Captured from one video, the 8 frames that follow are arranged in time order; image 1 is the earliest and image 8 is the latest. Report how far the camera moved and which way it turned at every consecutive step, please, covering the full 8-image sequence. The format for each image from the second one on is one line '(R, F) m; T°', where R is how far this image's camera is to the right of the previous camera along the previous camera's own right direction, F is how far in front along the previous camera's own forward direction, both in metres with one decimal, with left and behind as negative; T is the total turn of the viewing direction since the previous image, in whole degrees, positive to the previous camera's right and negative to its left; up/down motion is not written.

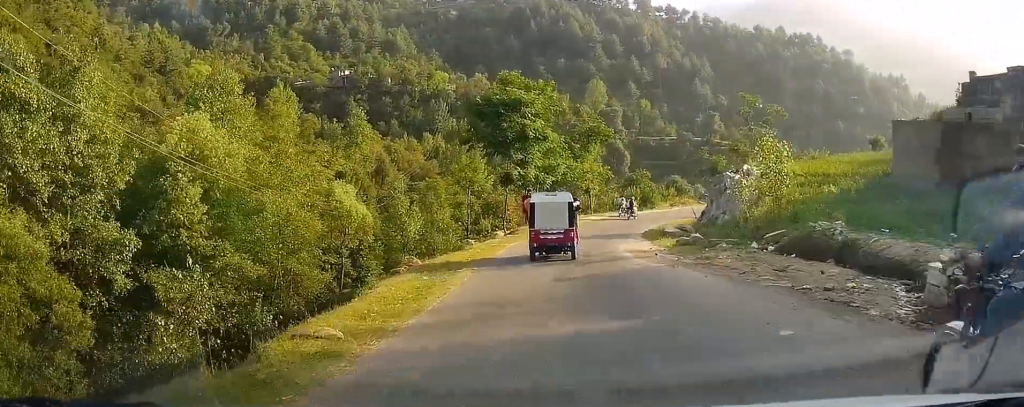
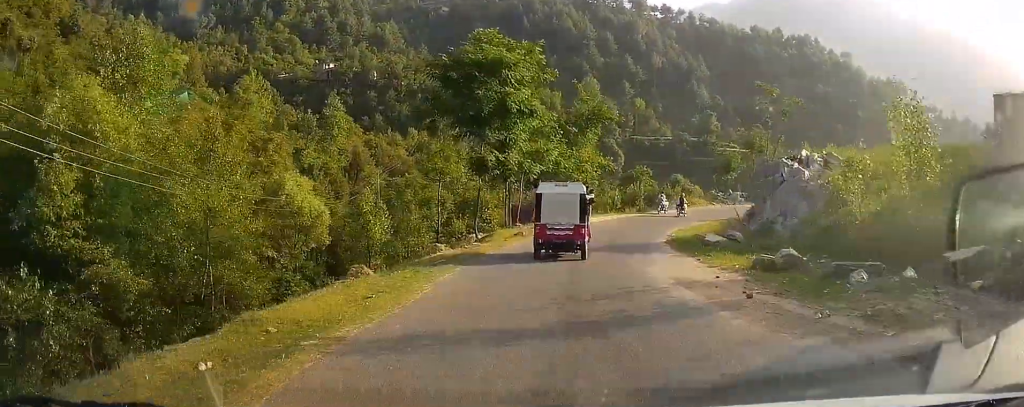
(+0.3, +6.4) m; +3°
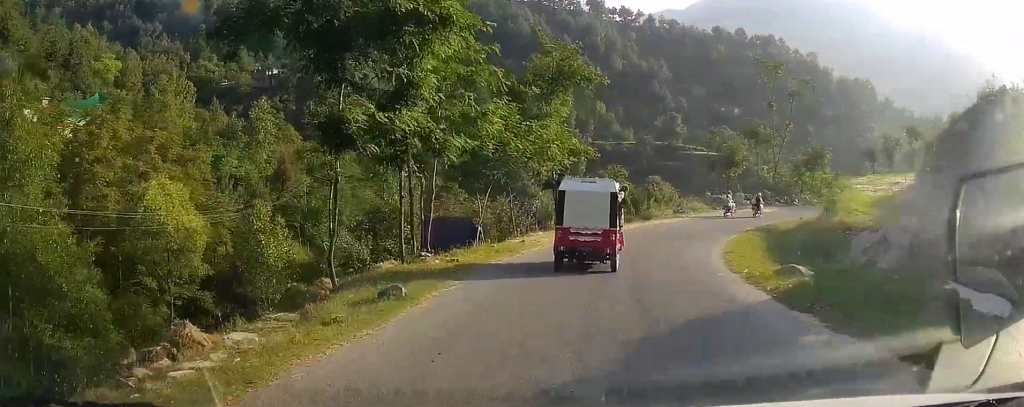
(+0.2, +11.0) m; +4°
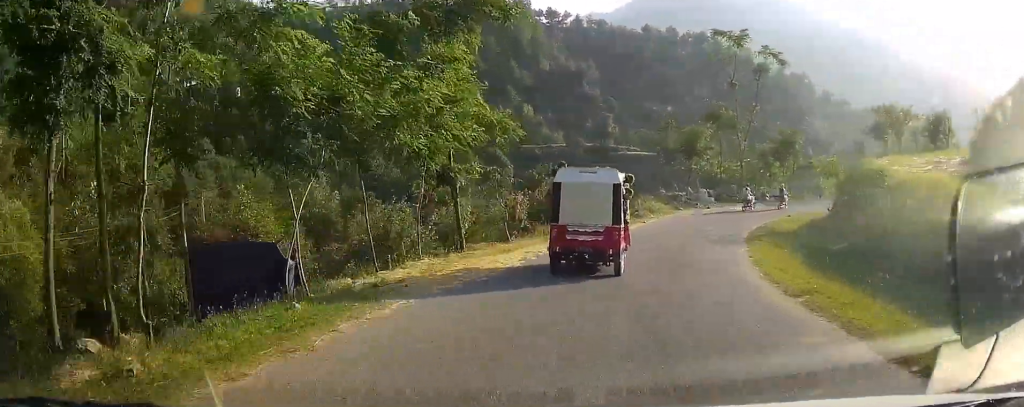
(+0.1, +7.6) m; +4°
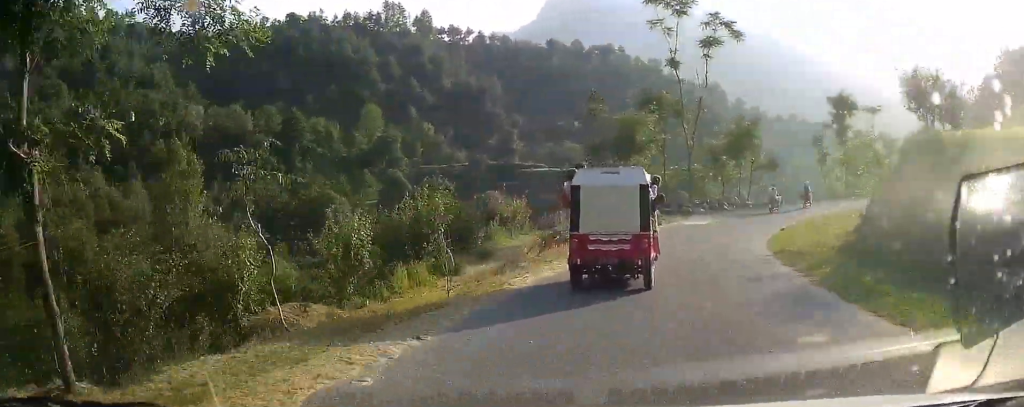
(+0.5, +9.0) m; +6°
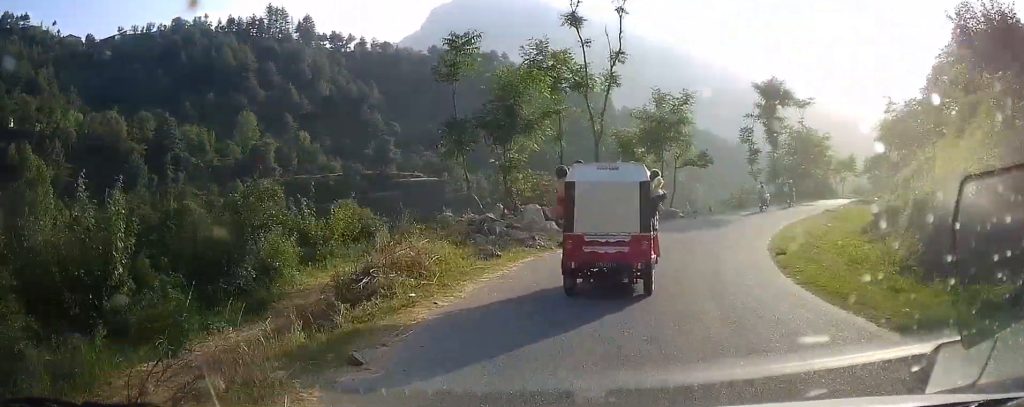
(+0.3, +9.0) m; +8°
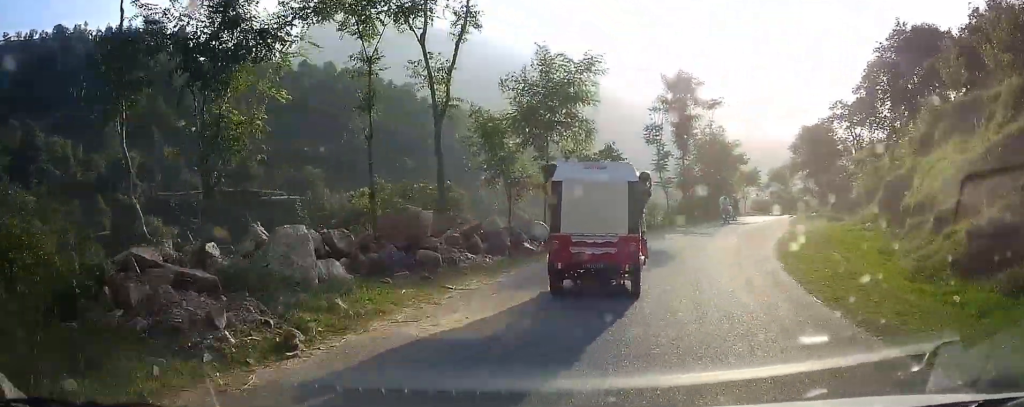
(+1.3, +13.0) m; +17°
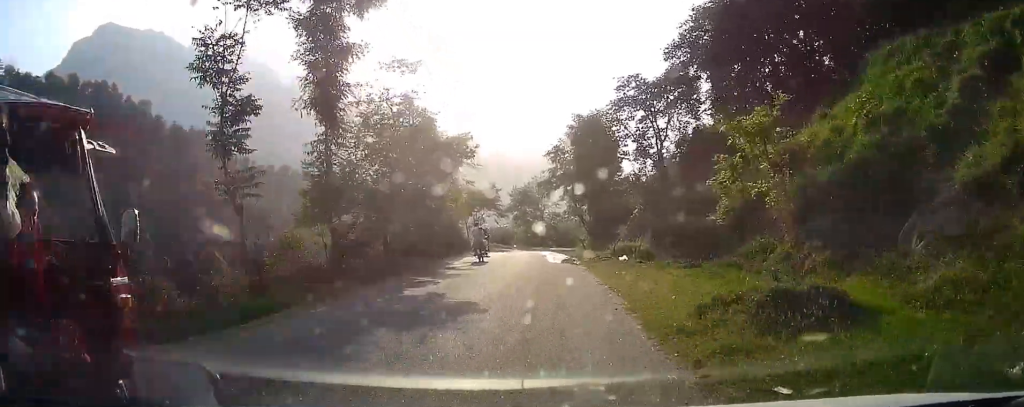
(+6.6, +21.1) m; +24°
